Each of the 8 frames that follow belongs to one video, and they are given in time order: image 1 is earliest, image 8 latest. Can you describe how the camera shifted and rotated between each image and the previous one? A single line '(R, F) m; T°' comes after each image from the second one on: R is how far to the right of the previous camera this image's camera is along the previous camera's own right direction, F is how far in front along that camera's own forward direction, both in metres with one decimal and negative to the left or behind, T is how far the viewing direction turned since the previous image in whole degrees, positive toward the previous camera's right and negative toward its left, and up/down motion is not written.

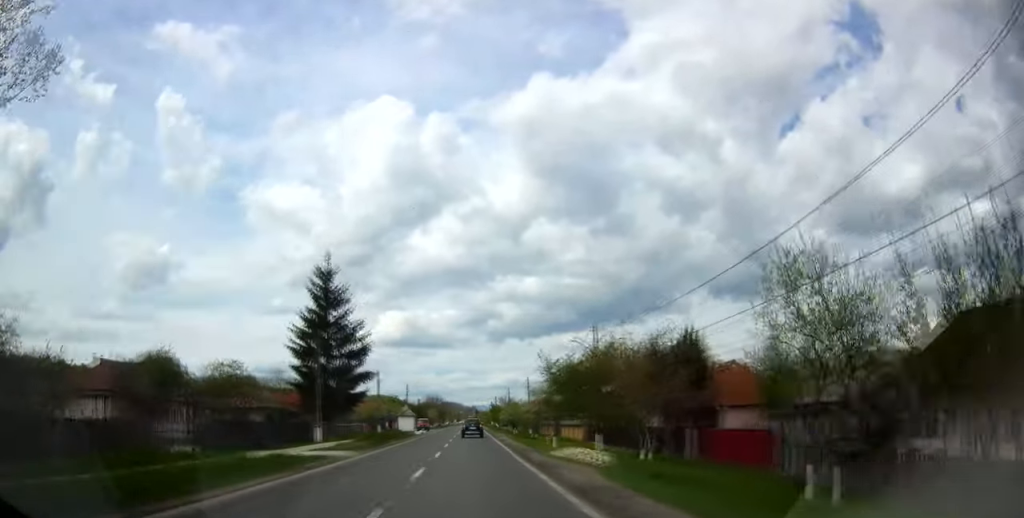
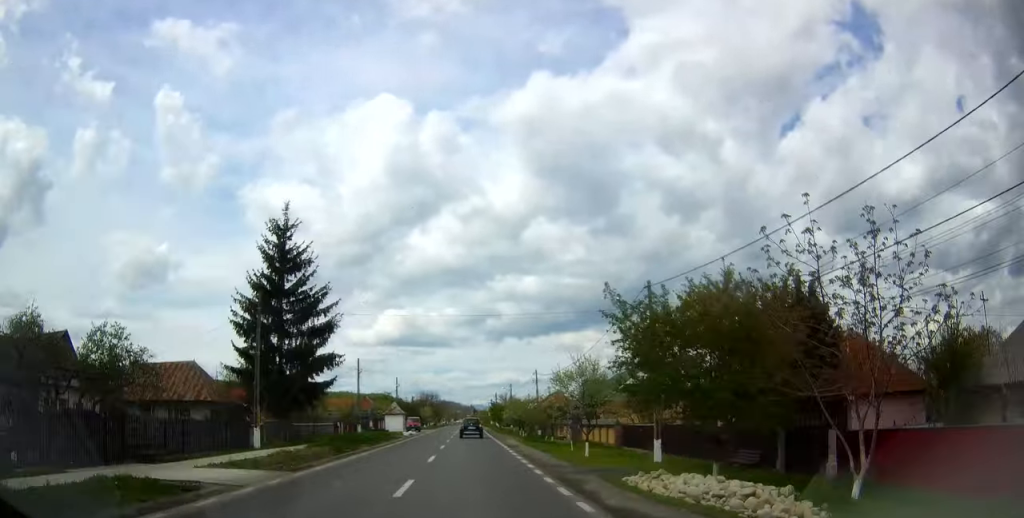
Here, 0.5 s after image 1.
(-0.1, +13.1) m; -1°
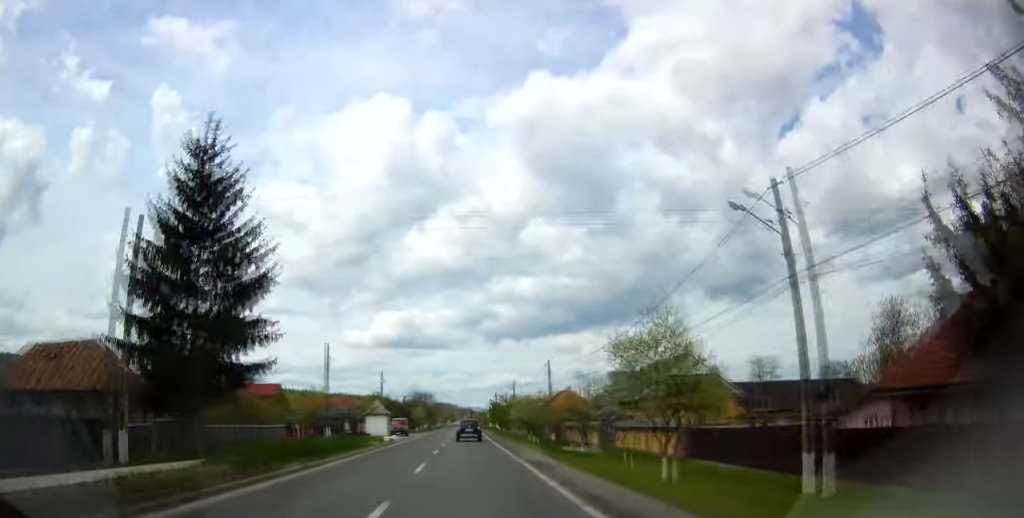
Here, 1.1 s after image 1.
(0.0, +14.0) m; -1°
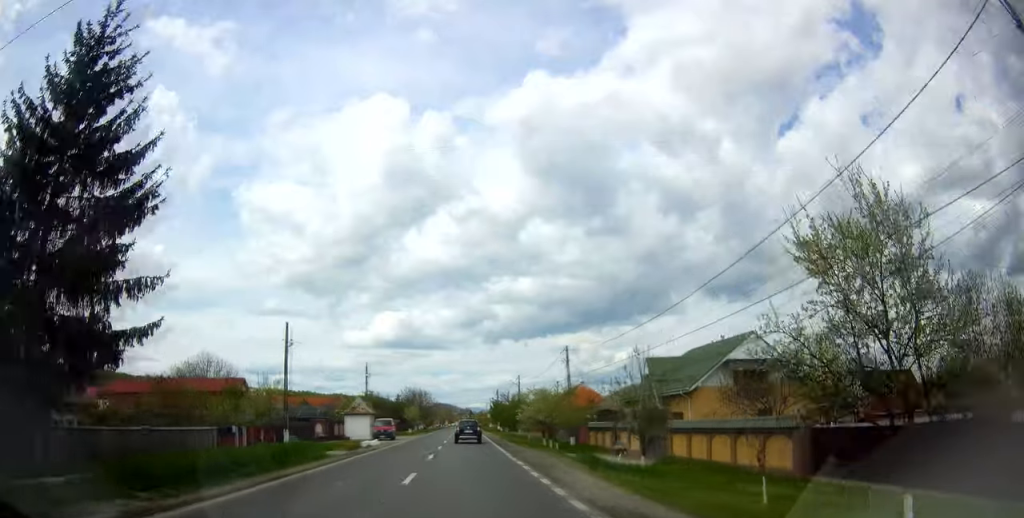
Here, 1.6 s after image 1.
(-0.3, +11.9) m; 0°
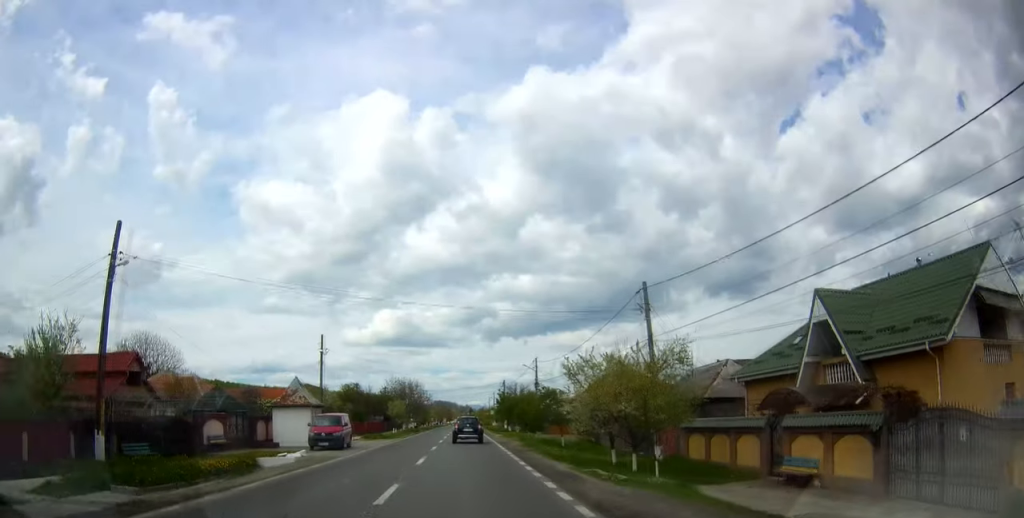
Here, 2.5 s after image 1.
(+0.1, +23.0) m; +1°
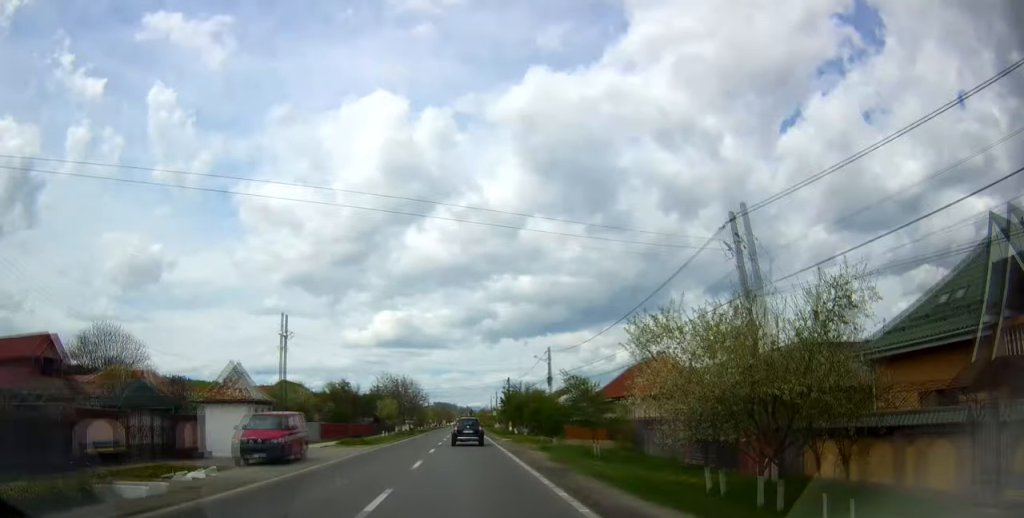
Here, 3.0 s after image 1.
(+0.3, +11.2) m; +1°
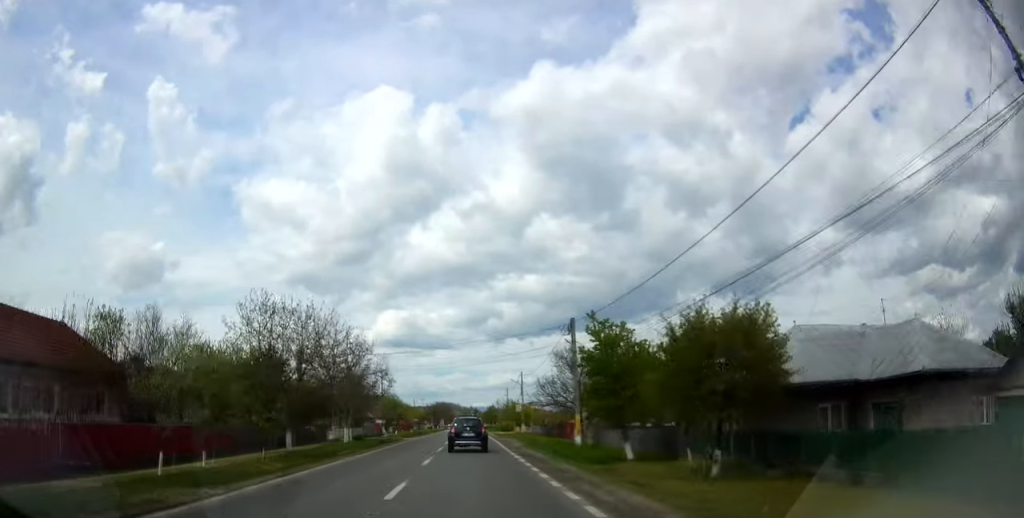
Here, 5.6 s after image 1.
(-0.4, +55.1) m; 0°
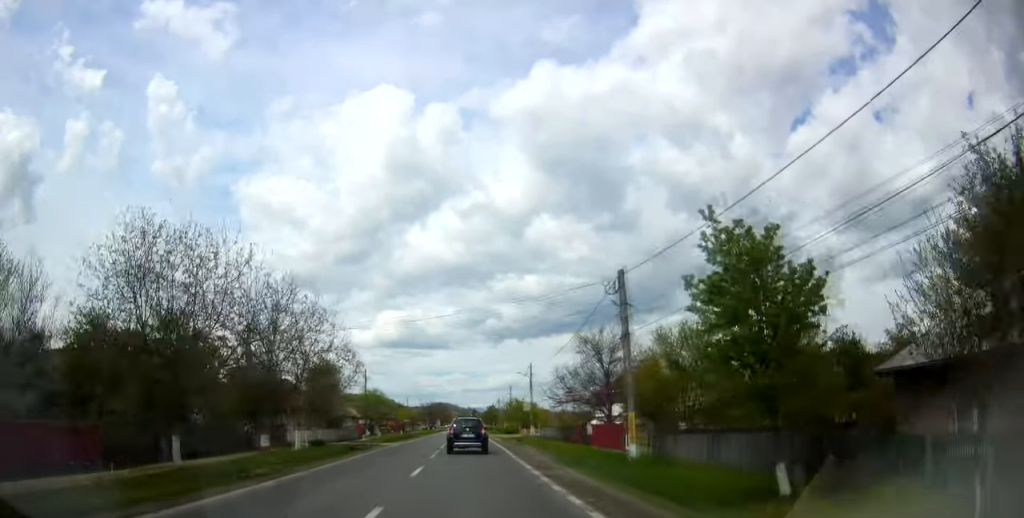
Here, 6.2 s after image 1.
(+0.1, +13.7) m; 0°
